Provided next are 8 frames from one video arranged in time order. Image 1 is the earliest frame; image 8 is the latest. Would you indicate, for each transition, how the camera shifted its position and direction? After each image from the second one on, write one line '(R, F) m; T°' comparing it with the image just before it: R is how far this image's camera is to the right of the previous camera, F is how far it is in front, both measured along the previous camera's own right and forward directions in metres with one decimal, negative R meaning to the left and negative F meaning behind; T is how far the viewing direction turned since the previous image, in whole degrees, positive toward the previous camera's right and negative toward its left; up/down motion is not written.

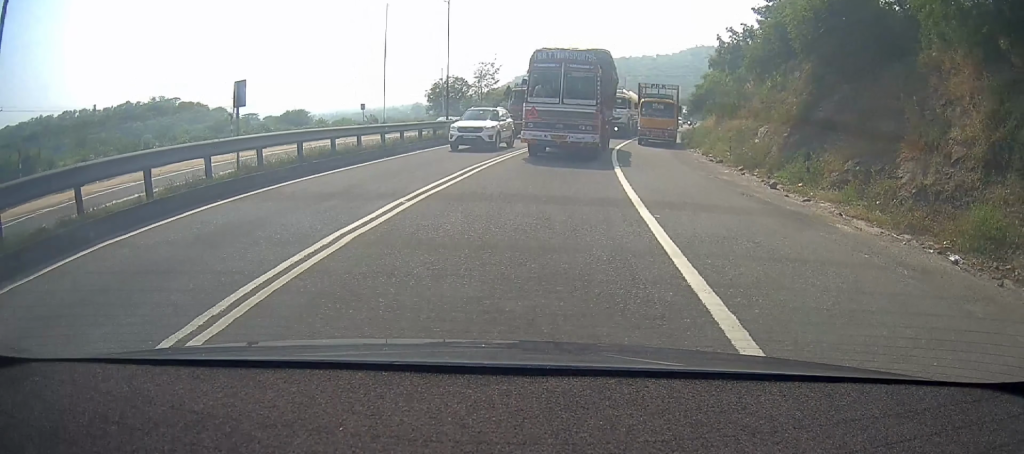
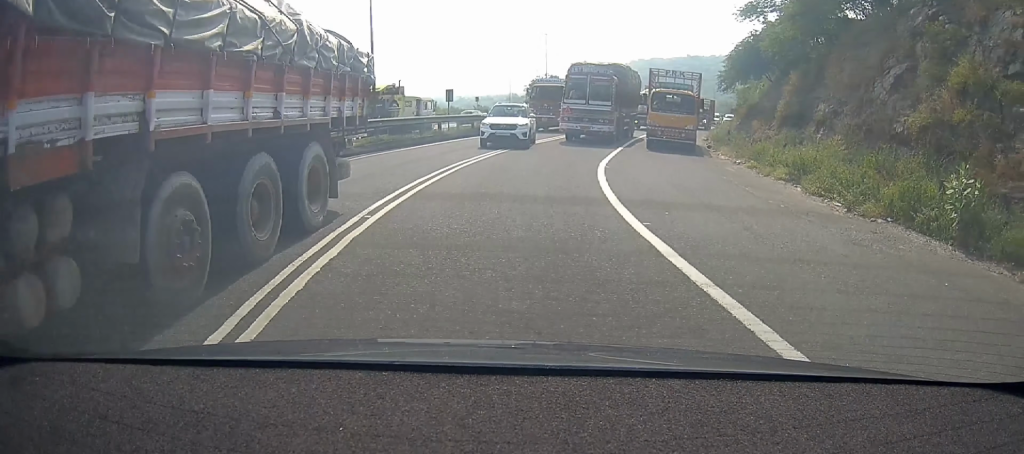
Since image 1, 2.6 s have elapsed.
(-0.7, +15.2) m; -8°
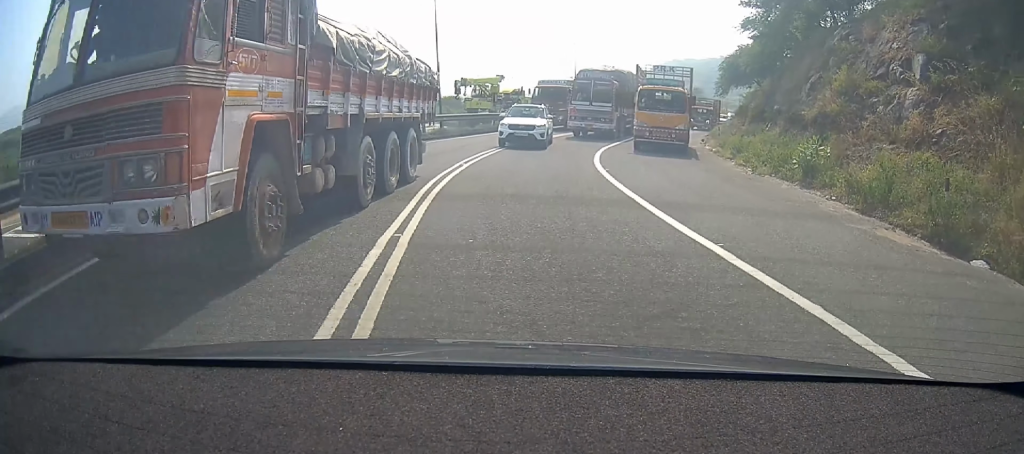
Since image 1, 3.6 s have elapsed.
(-0.1, +7.3) m; -2°
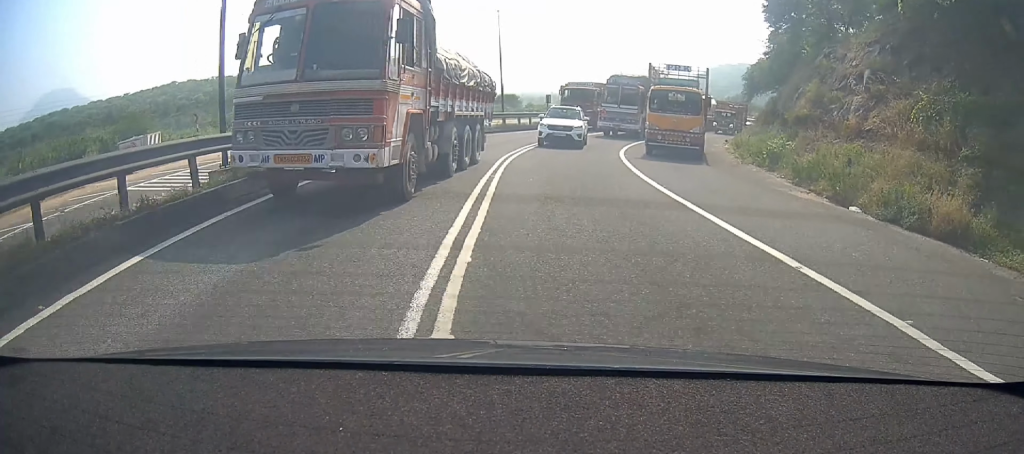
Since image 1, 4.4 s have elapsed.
(-0.1, +5.9) m; -3°
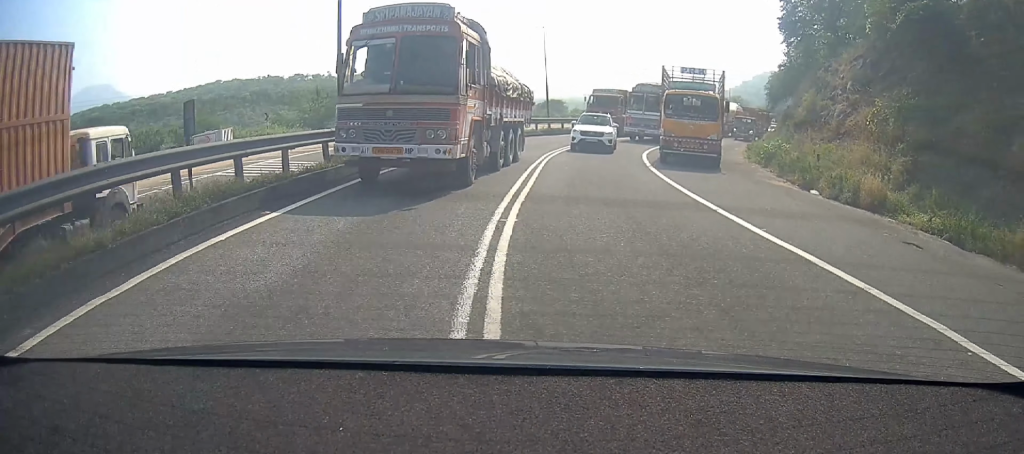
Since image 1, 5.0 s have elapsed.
(-0.2, +4.5) m; -3°
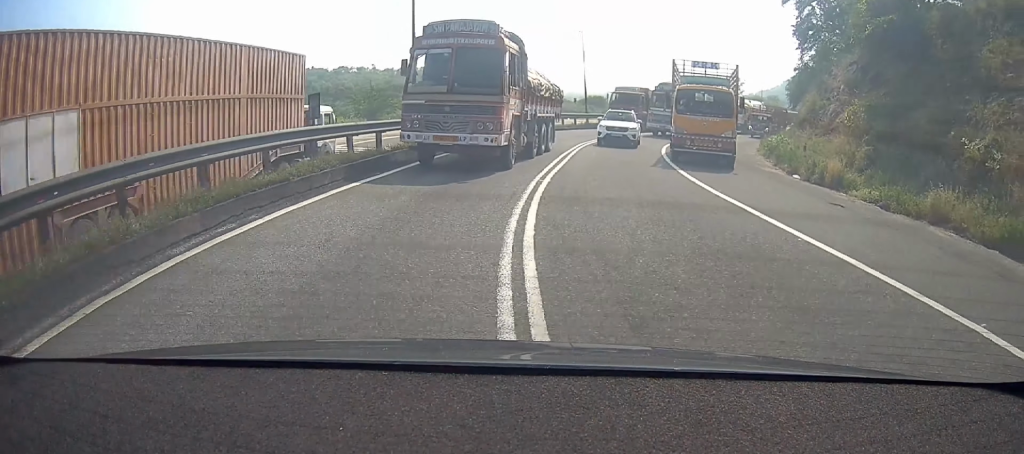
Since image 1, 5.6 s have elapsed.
(-0.1, +4.3) m; -6°
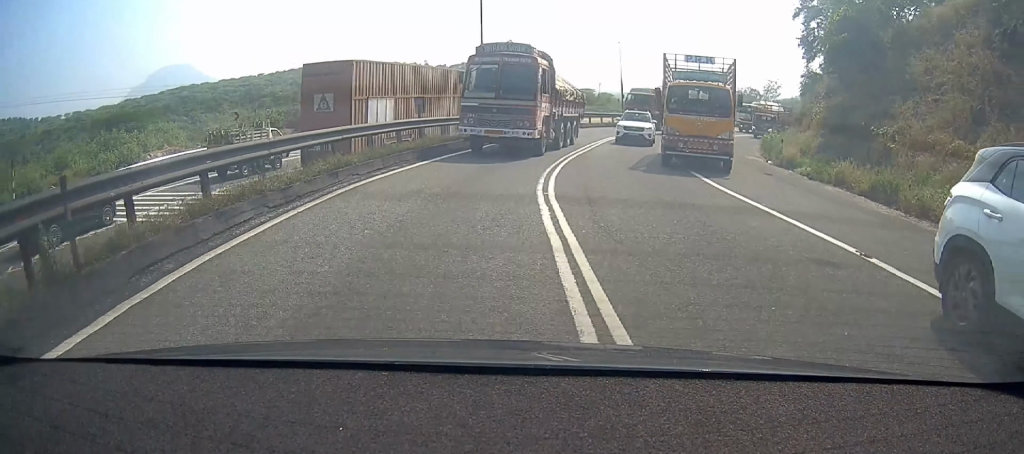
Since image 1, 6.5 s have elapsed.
(-0.6, +6.9) m; -9°
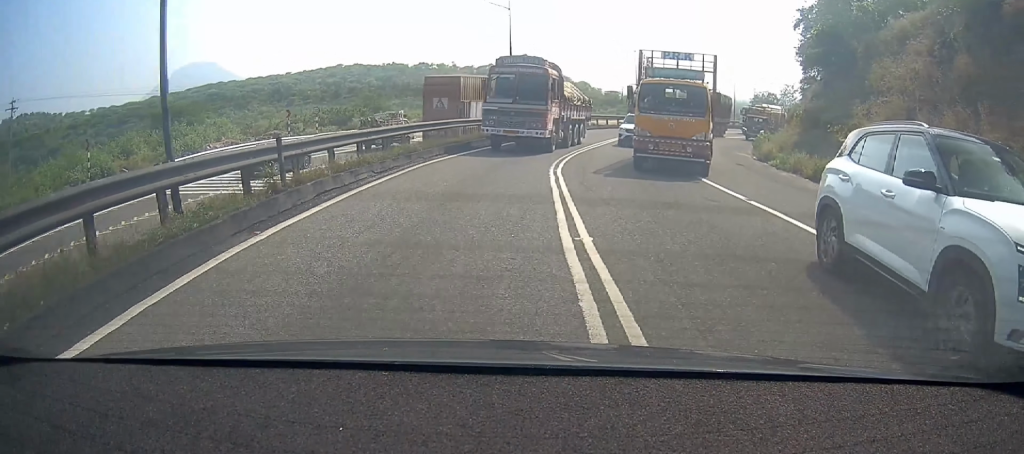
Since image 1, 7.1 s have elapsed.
(-0.4, +5.0) m; -5°
